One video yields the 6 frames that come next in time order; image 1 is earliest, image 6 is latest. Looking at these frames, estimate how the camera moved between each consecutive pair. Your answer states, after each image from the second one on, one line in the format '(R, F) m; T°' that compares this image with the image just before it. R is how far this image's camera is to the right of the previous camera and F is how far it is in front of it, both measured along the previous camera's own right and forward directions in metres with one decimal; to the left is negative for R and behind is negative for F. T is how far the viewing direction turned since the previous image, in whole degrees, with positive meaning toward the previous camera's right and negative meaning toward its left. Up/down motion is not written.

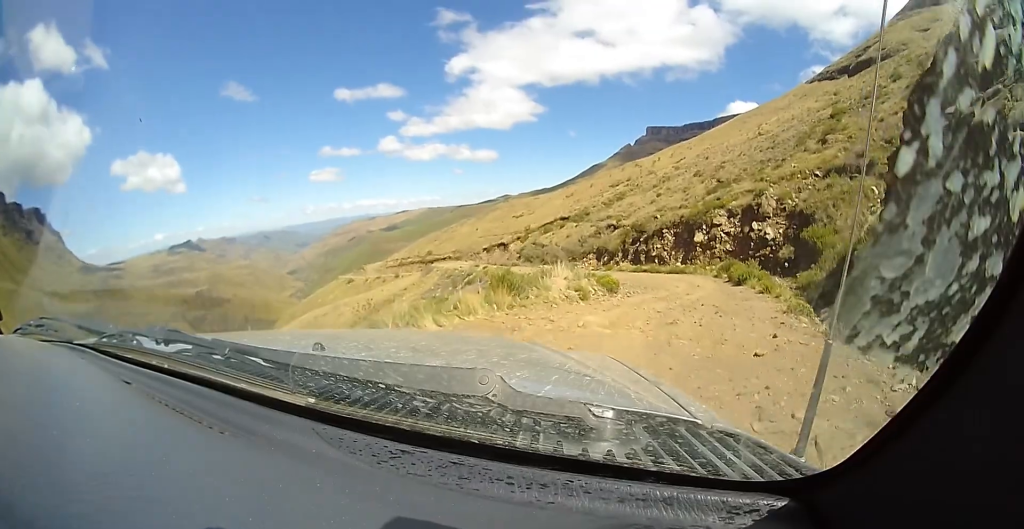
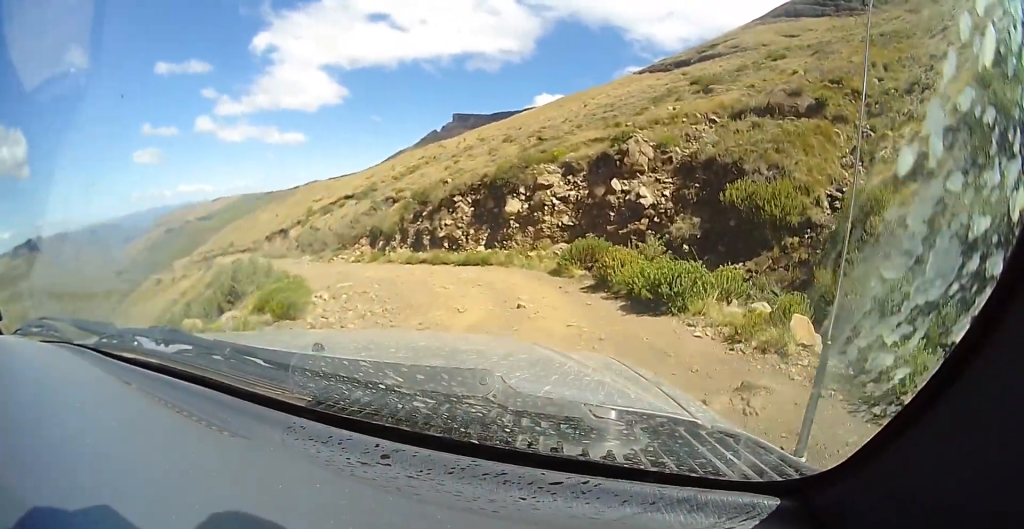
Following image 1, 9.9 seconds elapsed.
(+3.3, +12.1) m; +15°
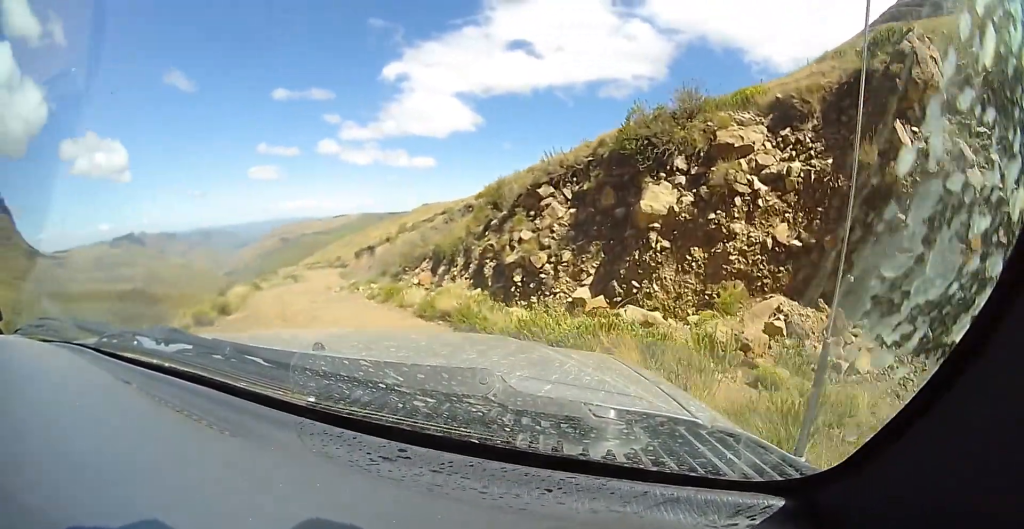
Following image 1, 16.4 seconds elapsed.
(-1.6, +8.7) m; -29°
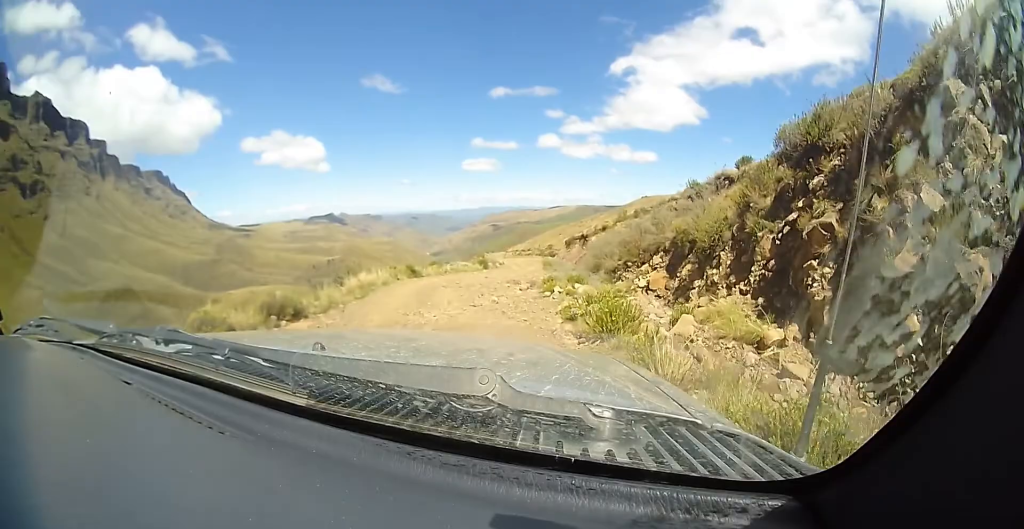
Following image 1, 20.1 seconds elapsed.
(-1.1, +5.1) m; -19°
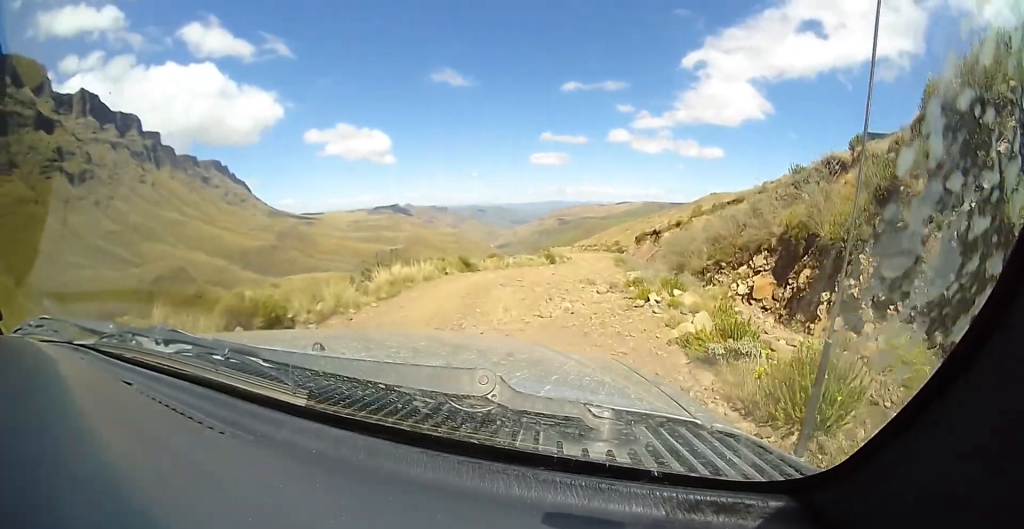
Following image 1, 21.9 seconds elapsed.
(-0.1, +2.6) m; -6°
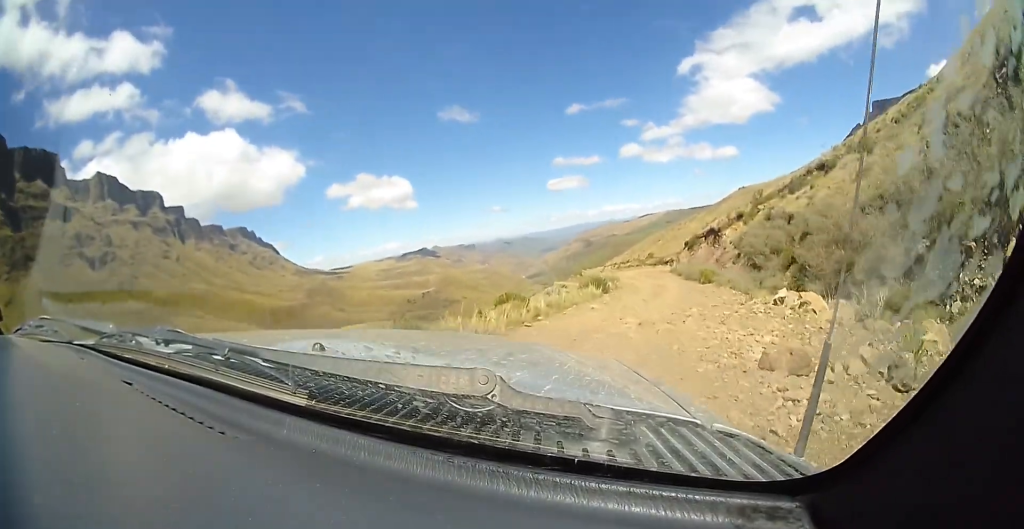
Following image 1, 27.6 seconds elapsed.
(-1.1, +11.8) m; -2°
